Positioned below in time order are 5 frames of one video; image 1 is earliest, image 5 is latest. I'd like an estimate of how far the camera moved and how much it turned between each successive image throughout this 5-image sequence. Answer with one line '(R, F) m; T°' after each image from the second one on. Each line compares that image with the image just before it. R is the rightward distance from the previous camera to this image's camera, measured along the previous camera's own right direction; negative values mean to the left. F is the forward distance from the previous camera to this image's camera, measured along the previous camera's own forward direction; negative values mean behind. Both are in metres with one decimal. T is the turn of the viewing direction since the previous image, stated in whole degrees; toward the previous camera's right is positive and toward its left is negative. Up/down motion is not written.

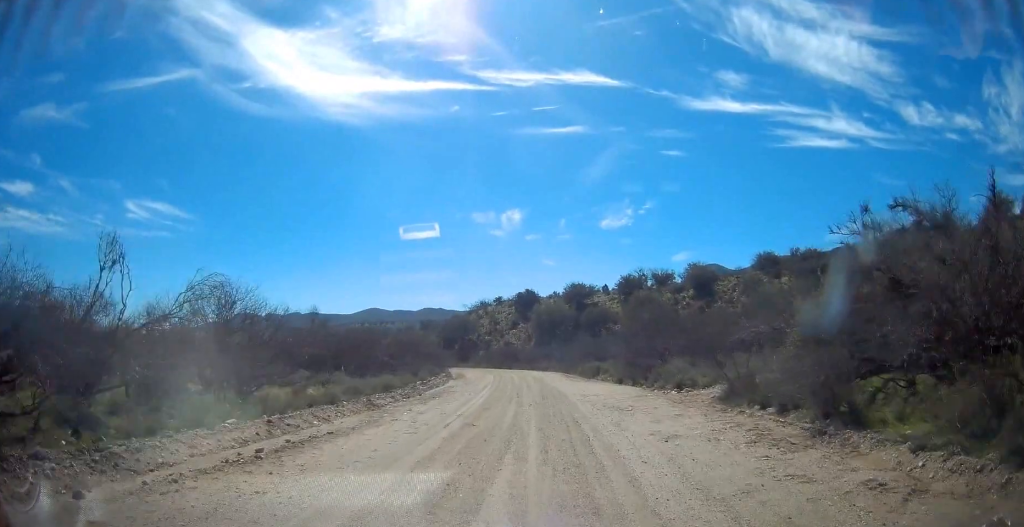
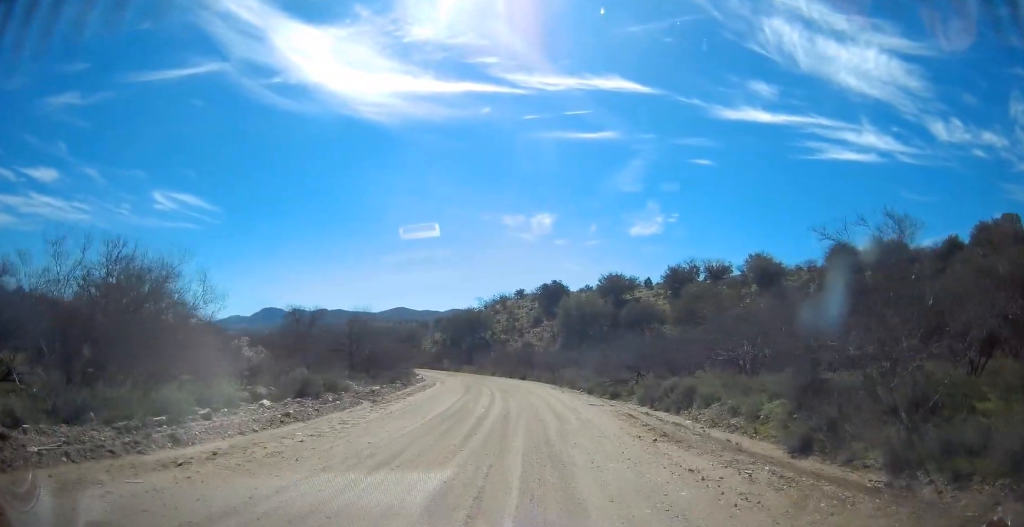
(-1.0, +24.7) m; -6°
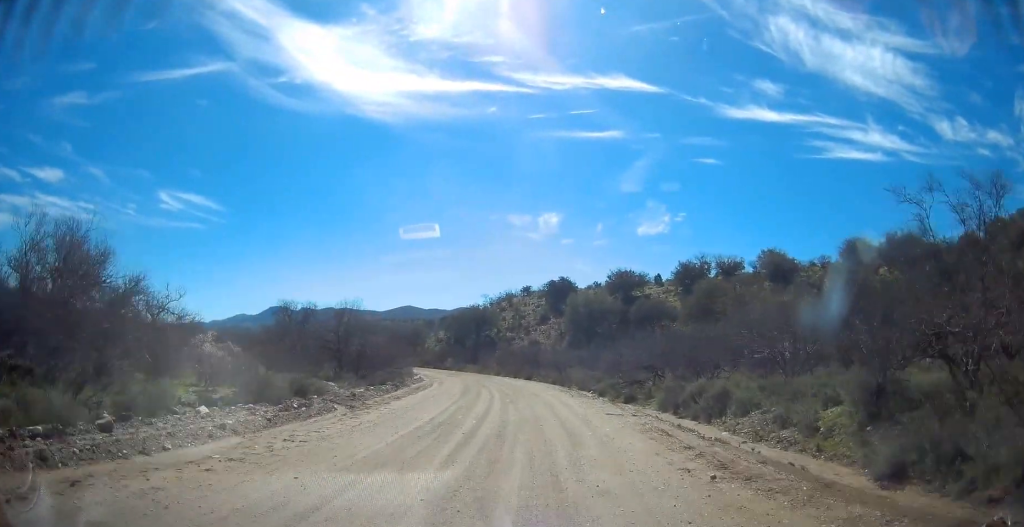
(0.0, +3.2) m; 0°
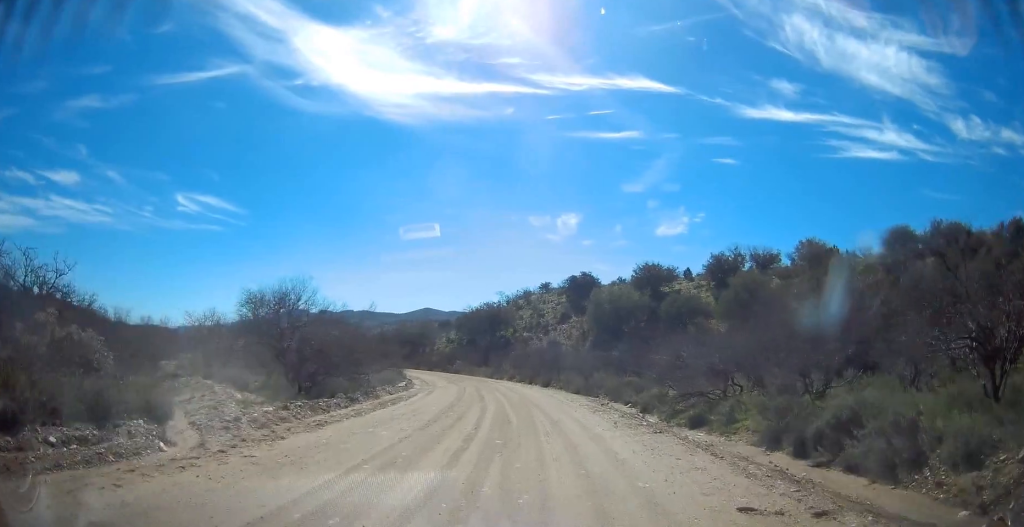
(0.0, +9.2) m; 0°
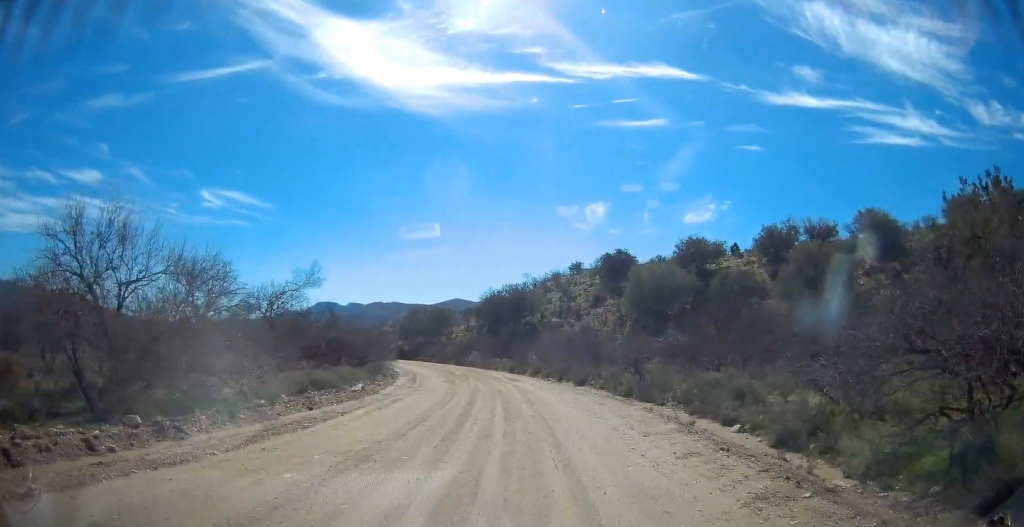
(0.0, +12.0) m; -2°
